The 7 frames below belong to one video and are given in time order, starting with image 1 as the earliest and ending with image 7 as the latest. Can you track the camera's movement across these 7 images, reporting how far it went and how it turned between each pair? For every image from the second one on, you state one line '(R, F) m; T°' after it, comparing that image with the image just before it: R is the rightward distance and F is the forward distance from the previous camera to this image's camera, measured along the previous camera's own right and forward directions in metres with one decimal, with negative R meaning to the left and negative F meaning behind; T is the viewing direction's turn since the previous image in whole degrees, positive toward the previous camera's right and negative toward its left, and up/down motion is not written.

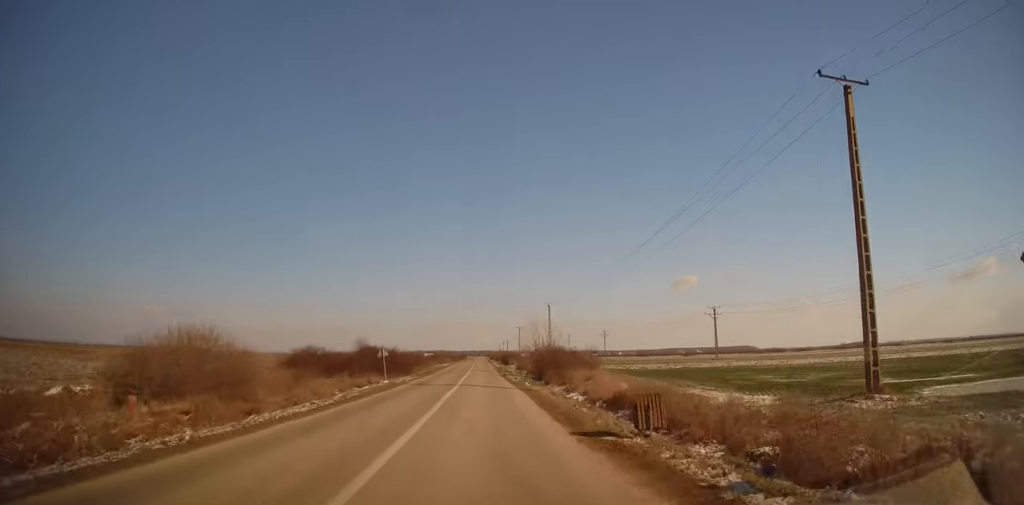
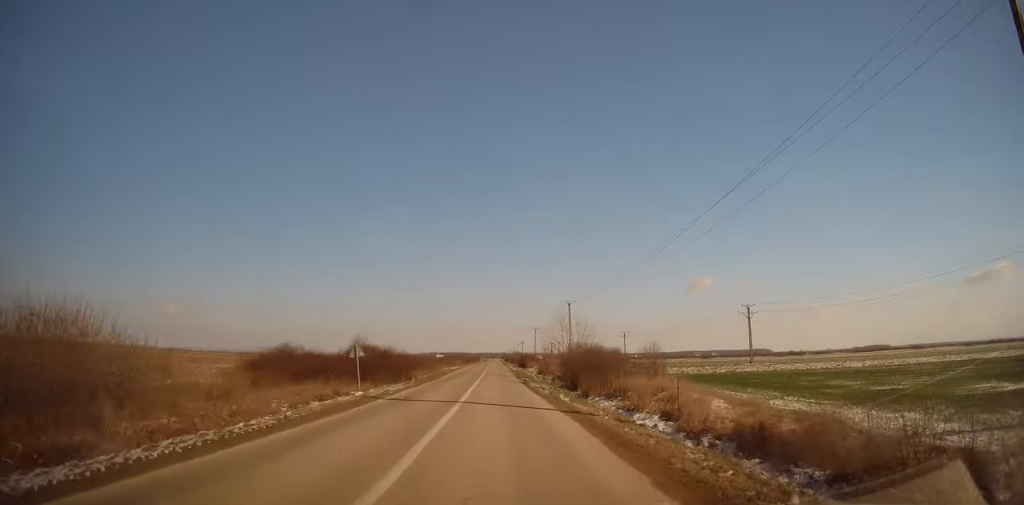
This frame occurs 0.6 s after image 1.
(-0.2, +8.7) m; -2°
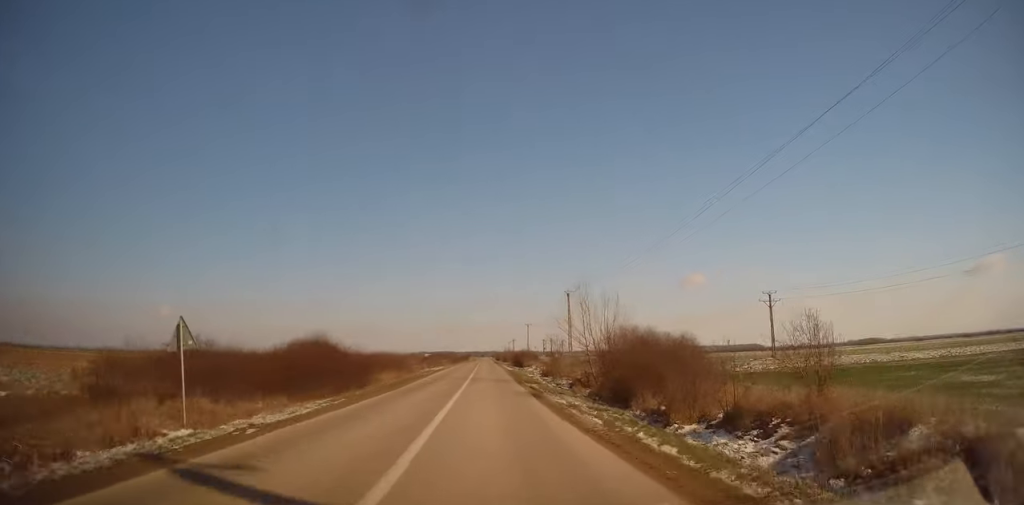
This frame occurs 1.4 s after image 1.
(0.0, +11.5) m; -1°
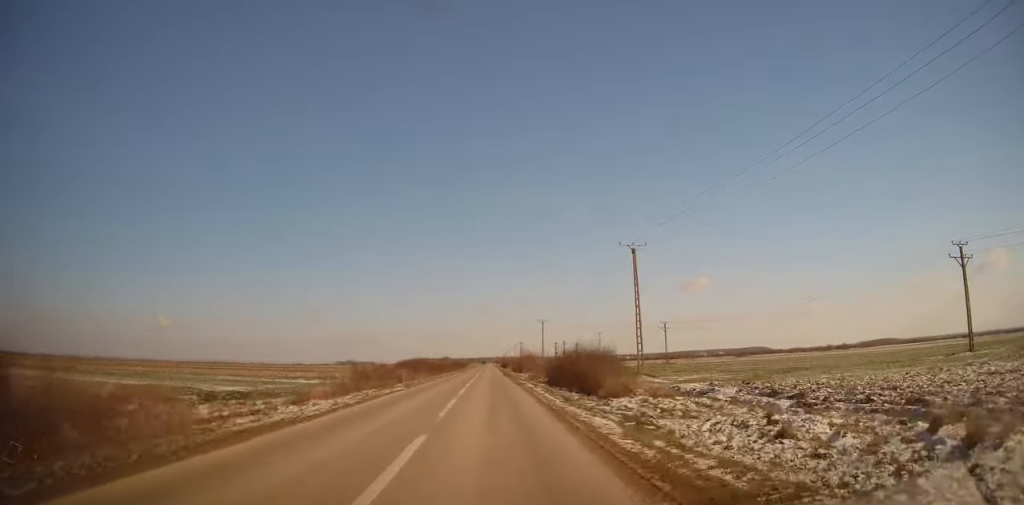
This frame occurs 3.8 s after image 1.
(-0.1, +41.1) m; 0°
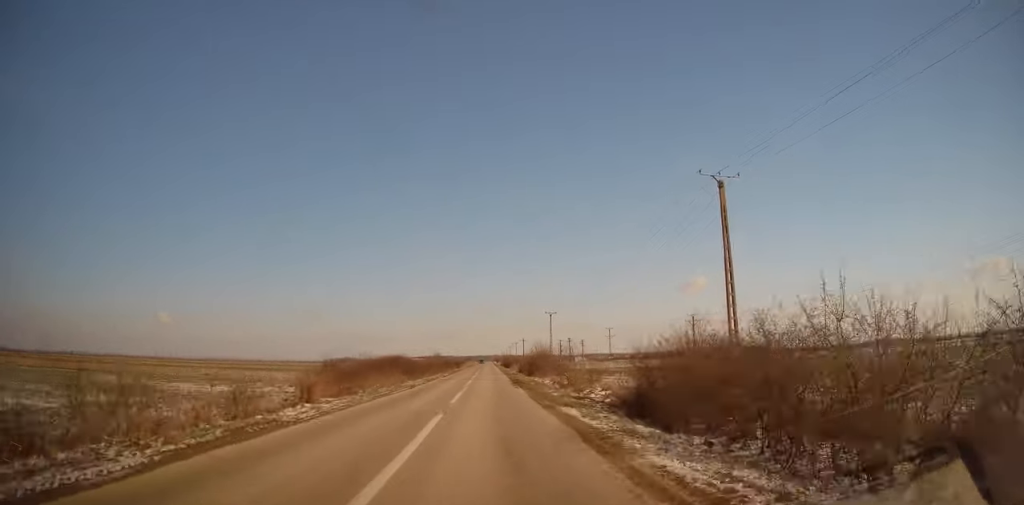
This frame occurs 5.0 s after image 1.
(-0.2, +20.6) m; -2°
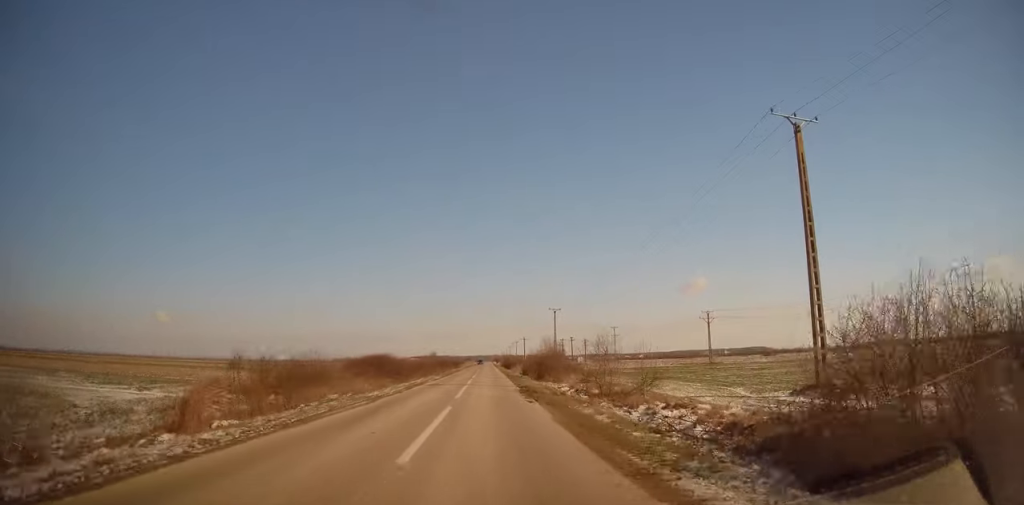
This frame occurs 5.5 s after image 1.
(-0.1, +9.0) m; 0°
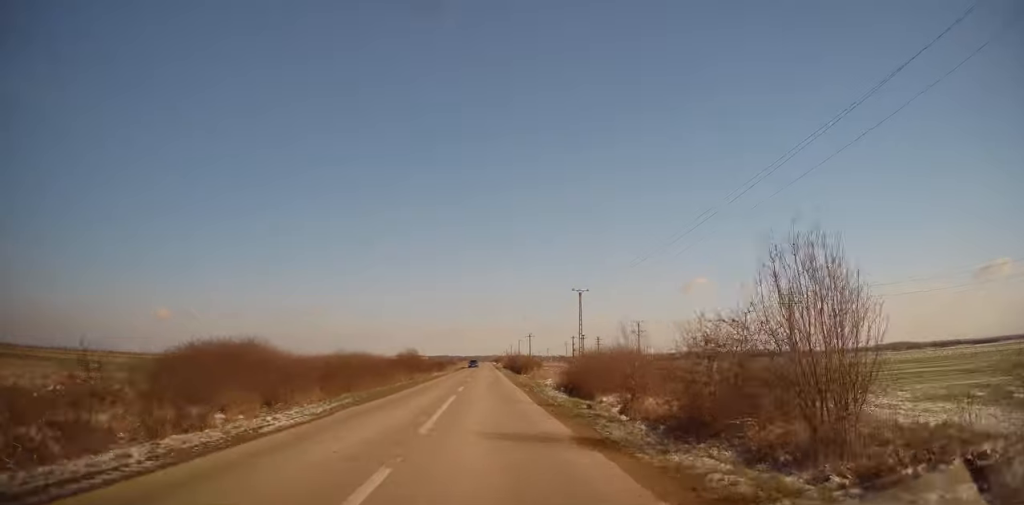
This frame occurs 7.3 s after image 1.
(+0.6, +33.1) m; +2°
